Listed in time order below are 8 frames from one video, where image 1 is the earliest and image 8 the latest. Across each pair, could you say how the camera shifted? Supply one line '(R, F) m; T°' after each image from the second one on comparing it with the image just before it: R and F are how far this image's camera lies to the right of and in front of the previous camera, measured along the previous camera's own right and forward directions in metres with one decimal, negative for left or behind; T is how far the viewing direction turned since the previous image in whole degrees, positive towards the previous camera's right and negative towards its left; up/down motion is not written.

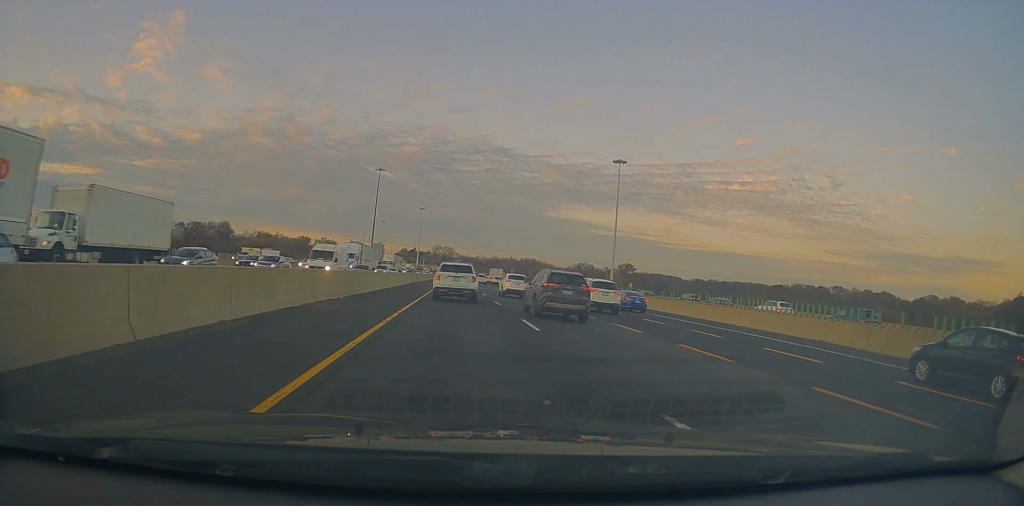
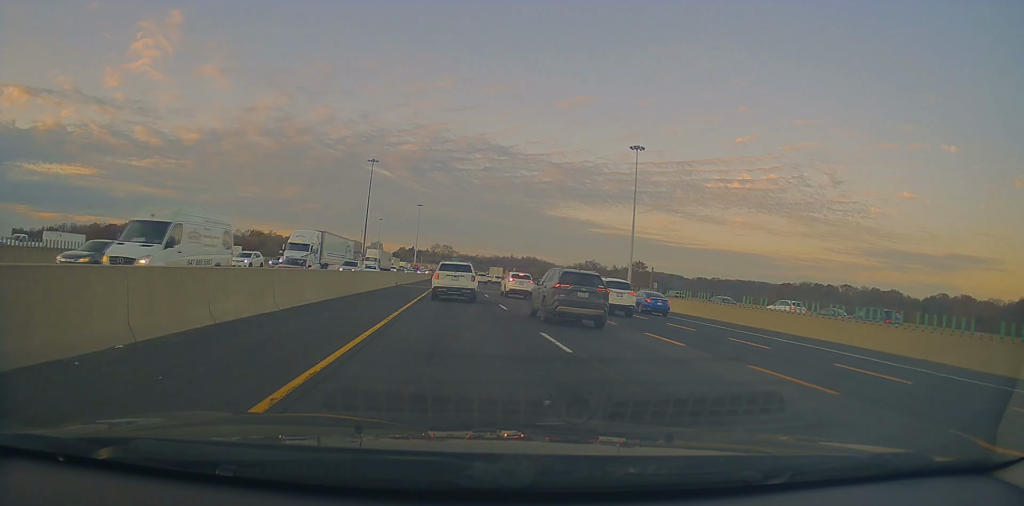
(-0.1, +15.7) m; 0°
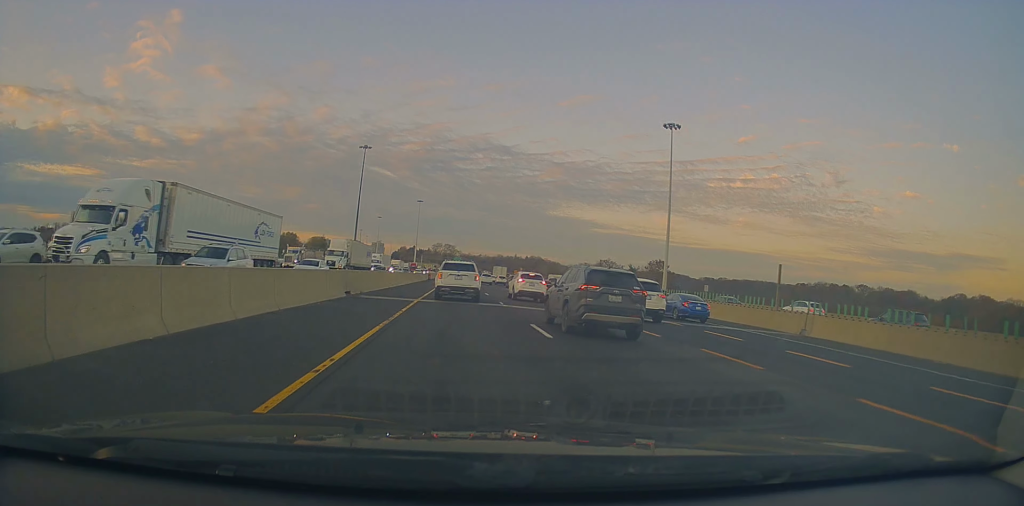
(+0.1, +21.6) m; 0°
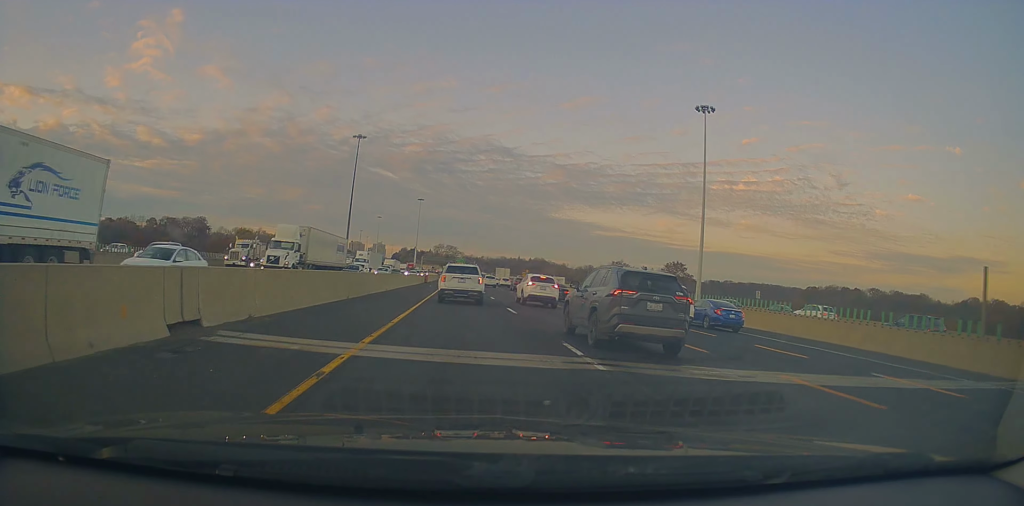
(-0.1, +15.4) m; 0°
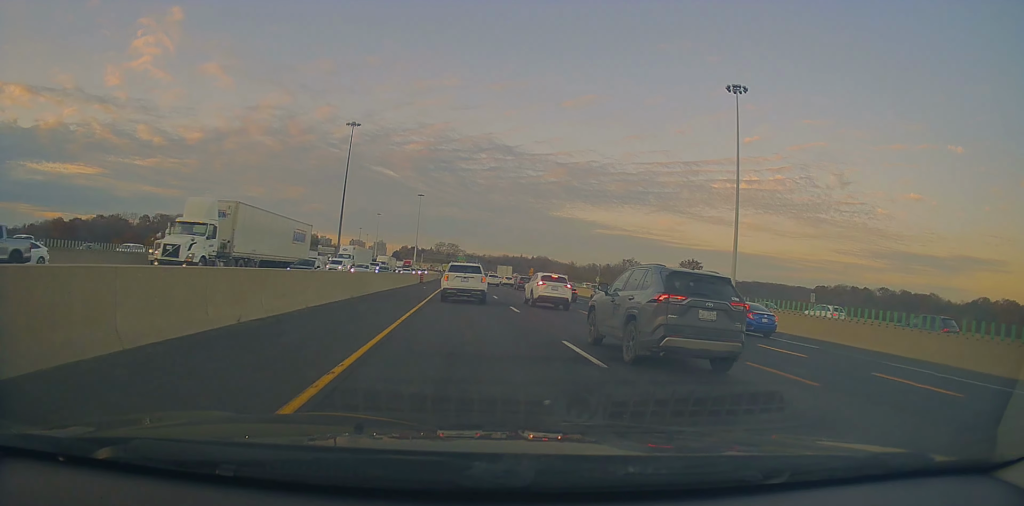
(+0.2, +12.1) m; 0°
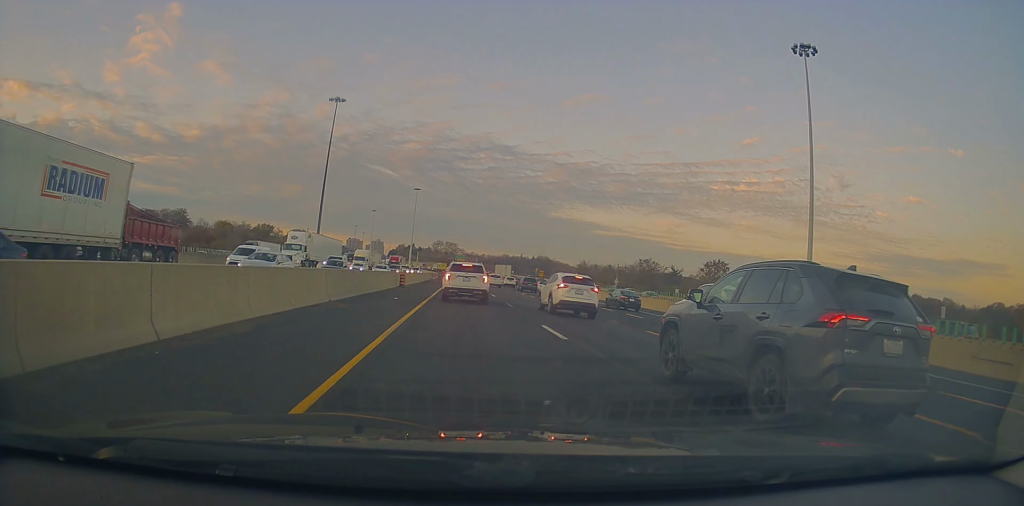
(-0.2, +20.2) m; -1°
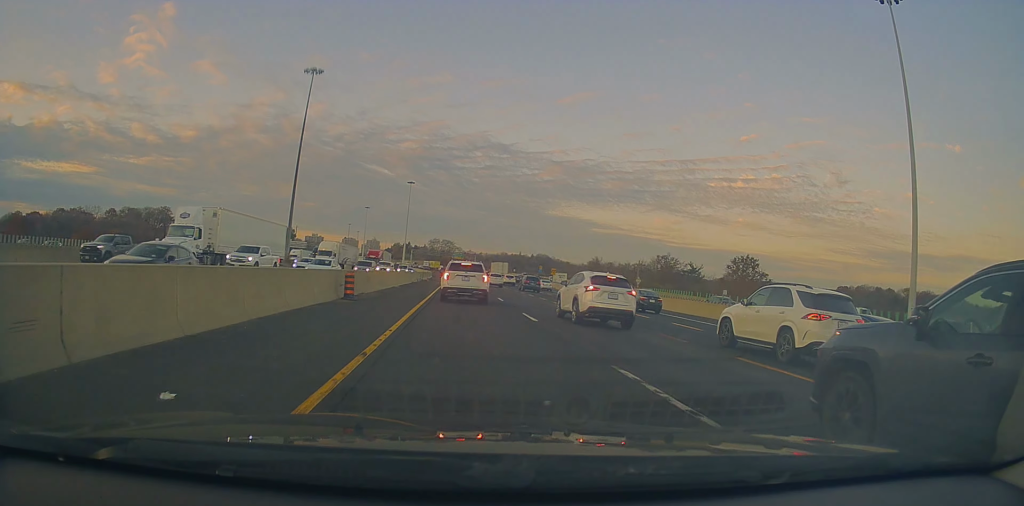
(-0.2, +18.8) m; 0°
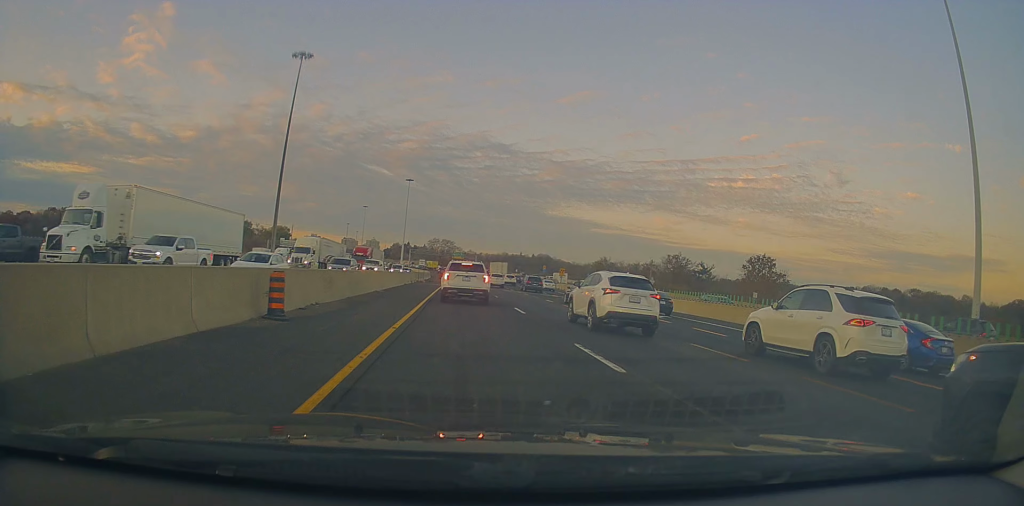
(0.0, +8.6) m; 0°
